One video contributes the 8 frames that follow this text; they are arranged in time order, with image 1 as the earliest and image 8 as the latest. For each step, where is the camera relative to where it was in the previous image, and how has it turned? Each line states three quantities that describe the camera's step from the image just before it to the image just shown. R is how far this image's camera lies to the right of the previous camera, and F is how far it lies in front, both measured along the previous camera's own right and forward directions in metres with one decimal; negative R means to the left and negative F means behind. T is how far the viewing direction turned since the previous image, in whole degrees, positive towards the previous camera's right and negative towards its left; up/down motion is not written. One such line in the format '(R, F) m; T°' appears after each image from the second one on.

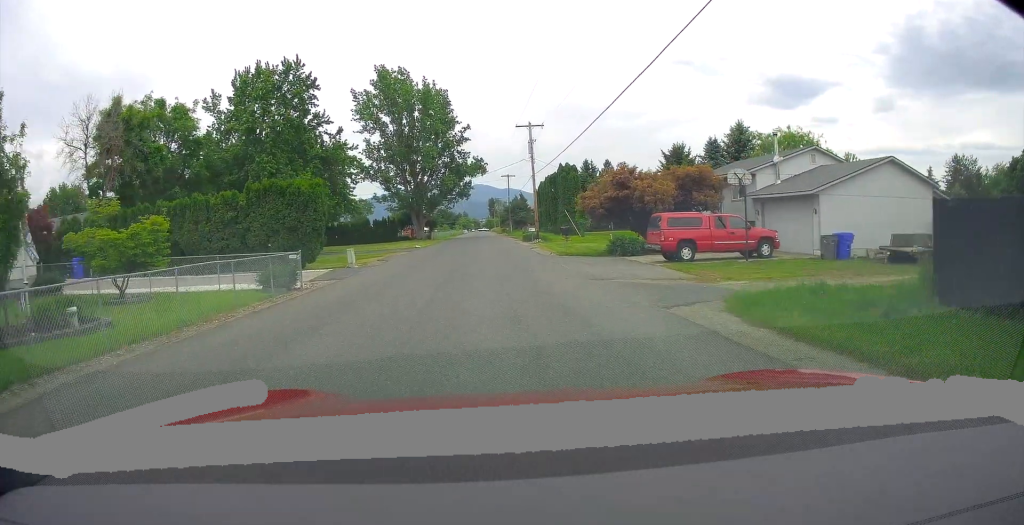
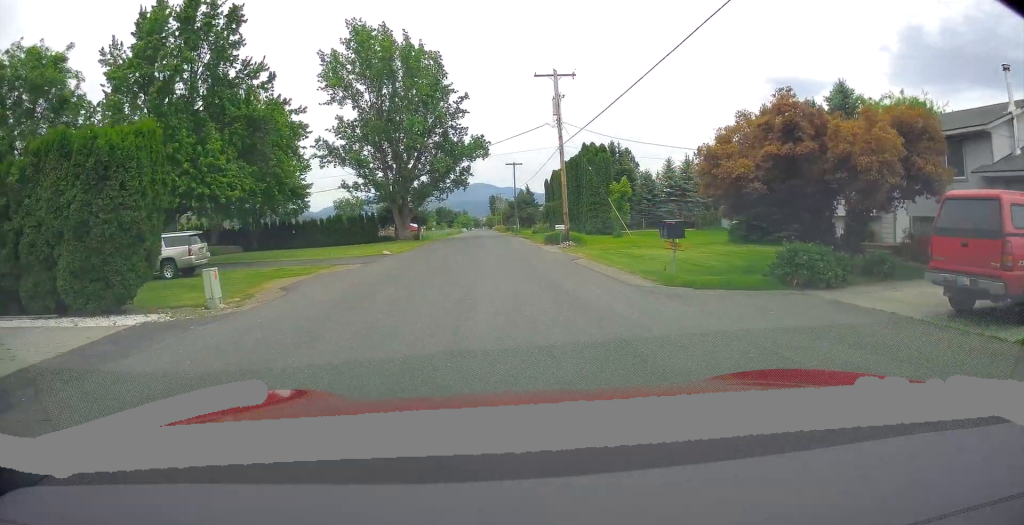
(-0.5, +15.9) m; +1°
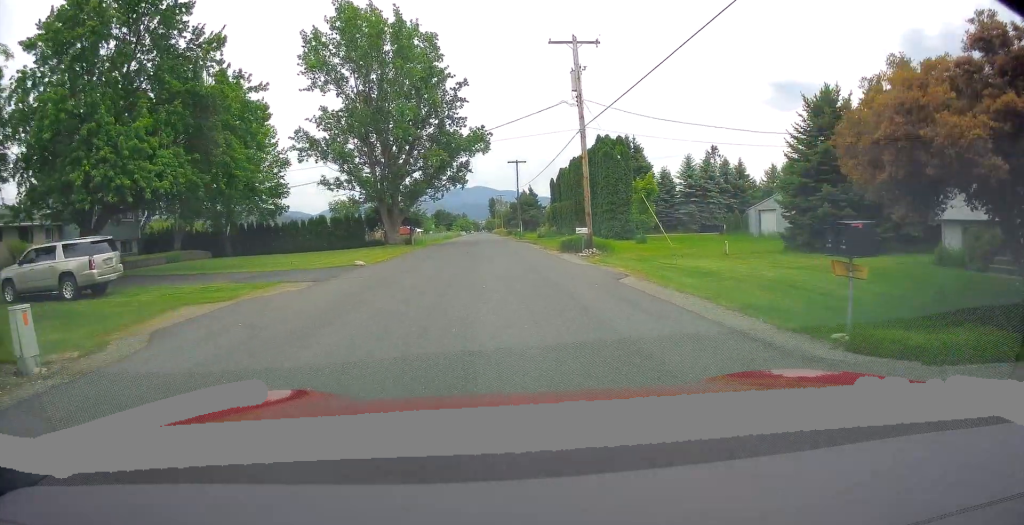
(+0.3, +6.8) m; +3°
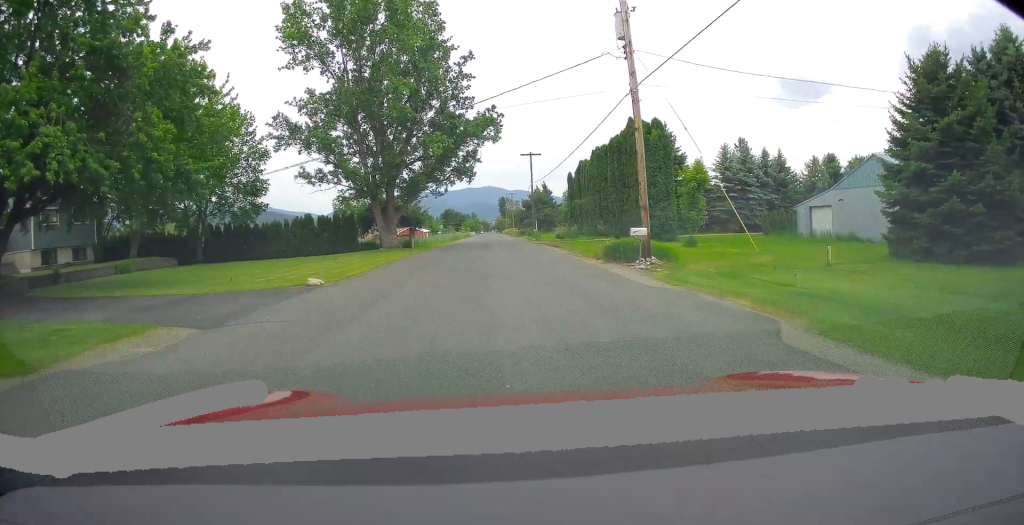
(0.0, +7.6) m; 0°
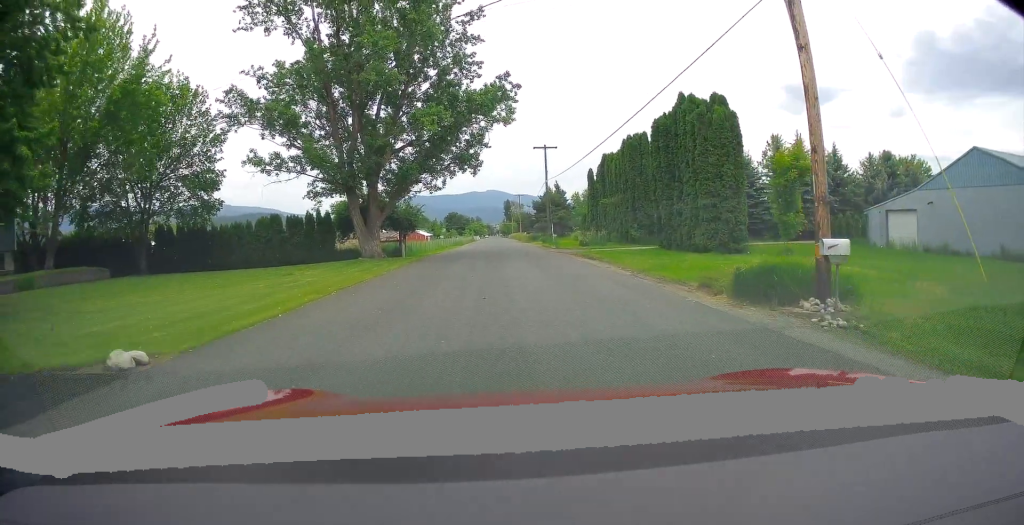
(0.0, +10.4) m; 0°
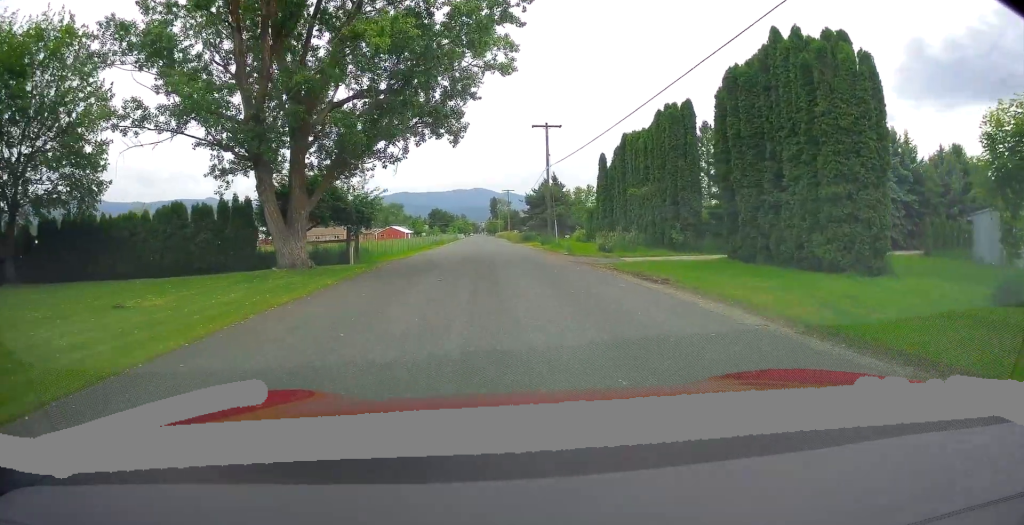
(-0.6, +11.9) m; -5°
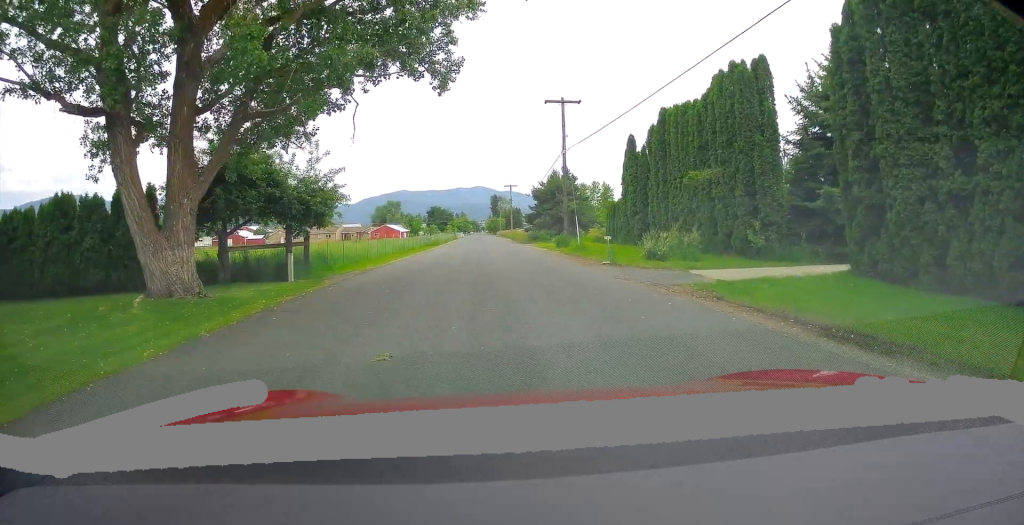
(+0.1, +9.3) m; +4°
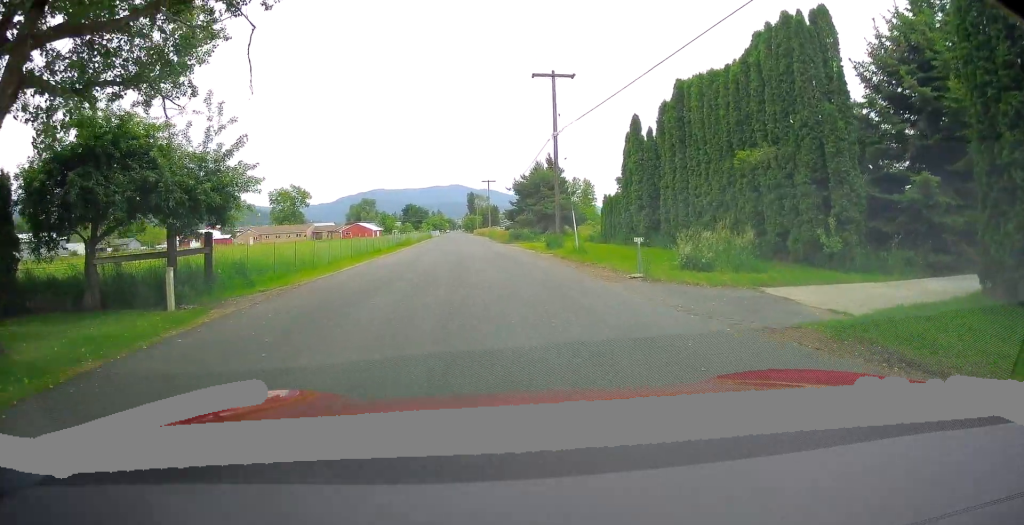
(+0.3, +6.5) m; +7°
